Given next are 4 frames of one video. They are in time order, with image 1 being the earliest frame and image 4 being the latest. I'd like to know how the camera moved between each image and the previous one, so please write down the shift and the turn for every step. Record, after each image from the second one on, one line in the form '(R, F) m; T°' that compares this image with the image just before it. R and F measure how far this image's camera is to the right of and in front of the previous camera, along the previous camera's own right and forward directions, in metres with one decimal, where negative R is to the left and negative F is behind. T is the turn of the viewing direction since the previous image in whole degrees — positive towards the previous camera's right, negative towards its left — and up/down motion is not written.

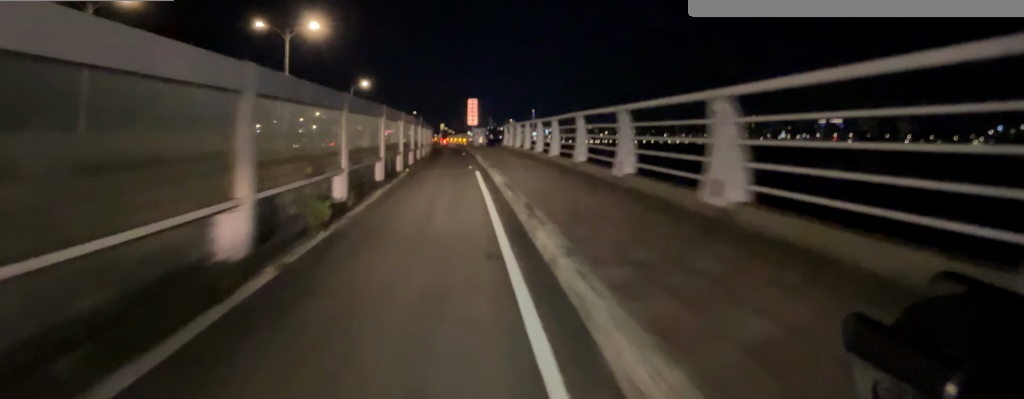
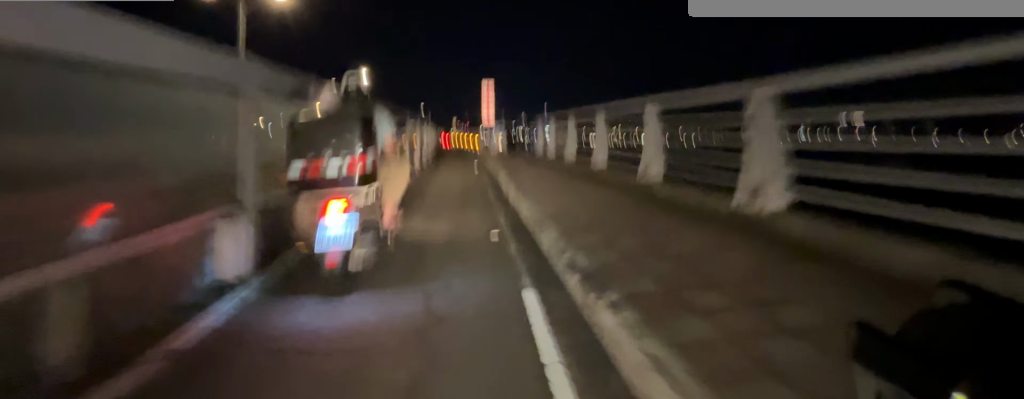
(0.0, +9.3) m; -2°
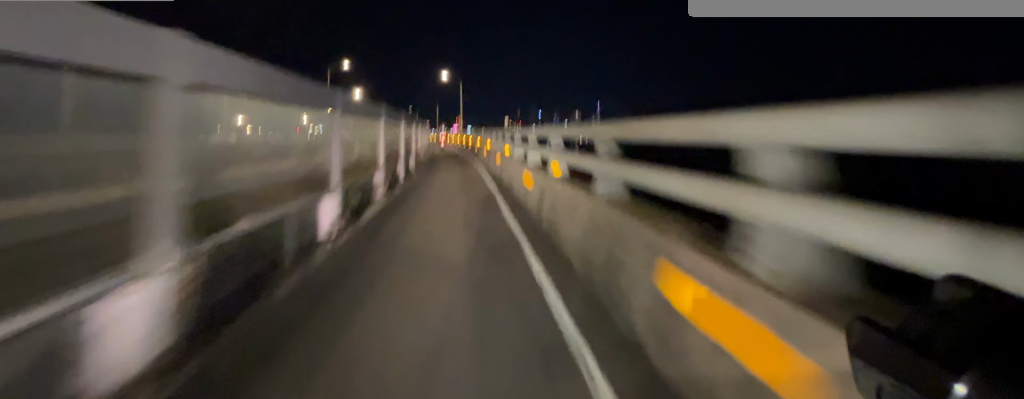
(-3.6, +49.0) m; -7°
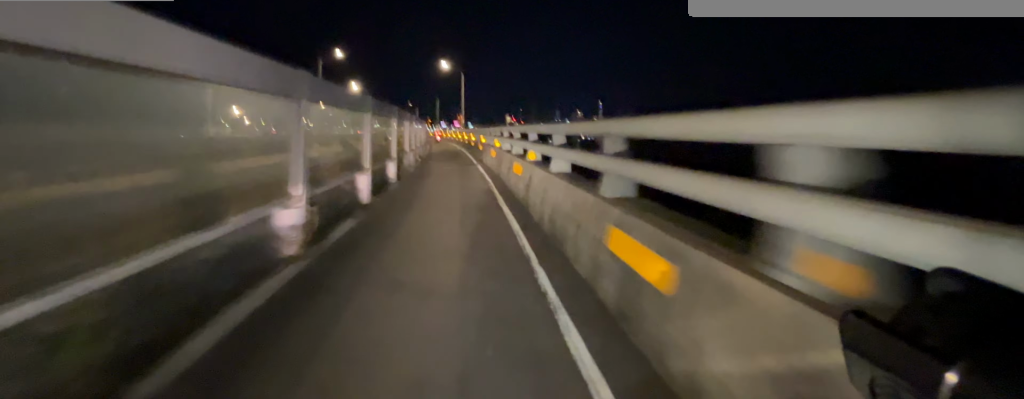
(-0.1, +4.8) m; 0°
